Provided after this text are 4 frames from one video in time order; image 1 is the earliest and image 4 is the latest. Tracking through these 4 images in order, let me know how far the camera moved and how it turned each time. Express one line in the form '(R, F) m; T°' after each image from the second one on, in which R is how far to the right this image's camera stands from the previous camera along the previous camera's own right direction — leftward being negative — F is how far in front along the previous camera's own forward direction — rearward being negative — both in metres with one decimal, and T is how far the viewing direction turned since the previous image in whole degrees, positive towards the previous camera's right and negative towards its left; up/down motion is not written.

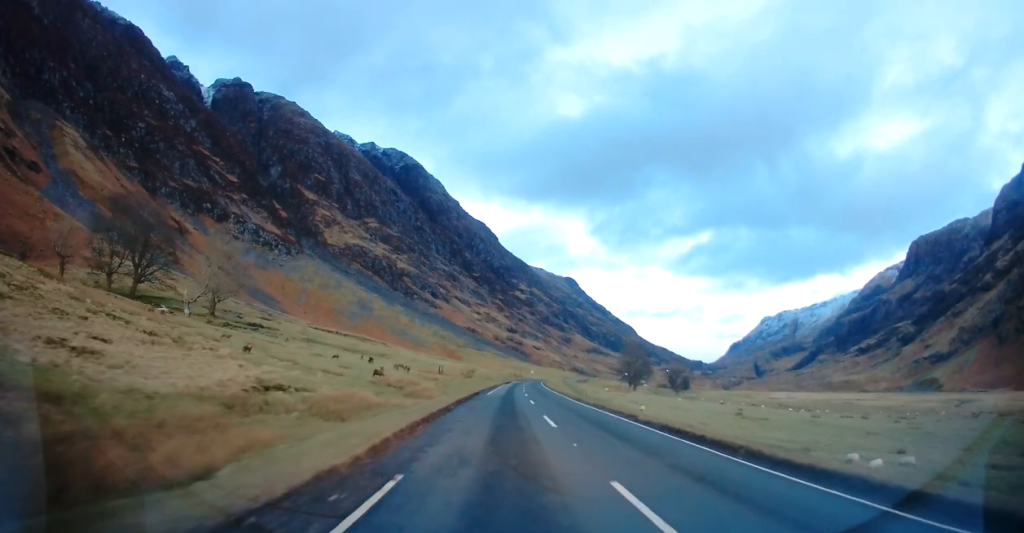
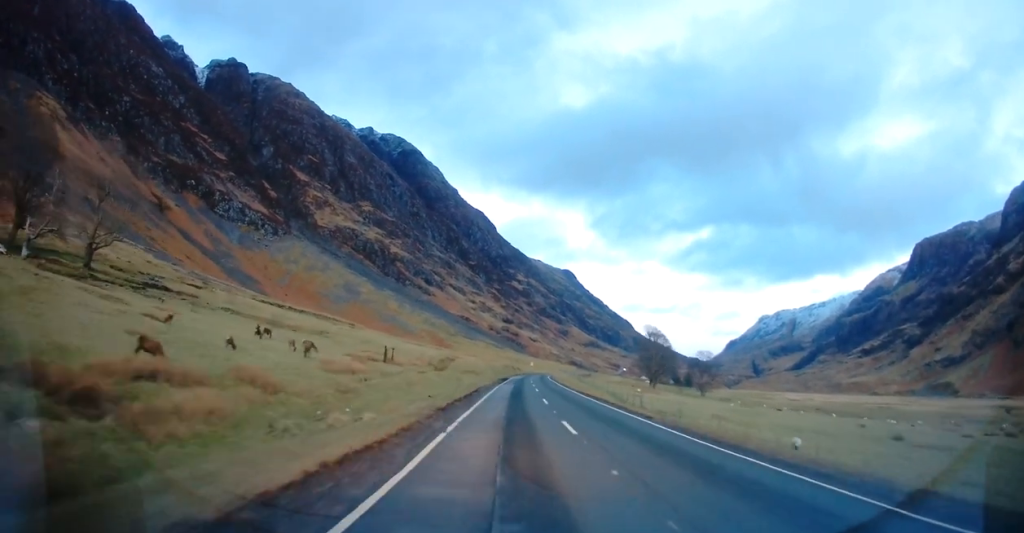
(+0.1, +36.2) m; +1°
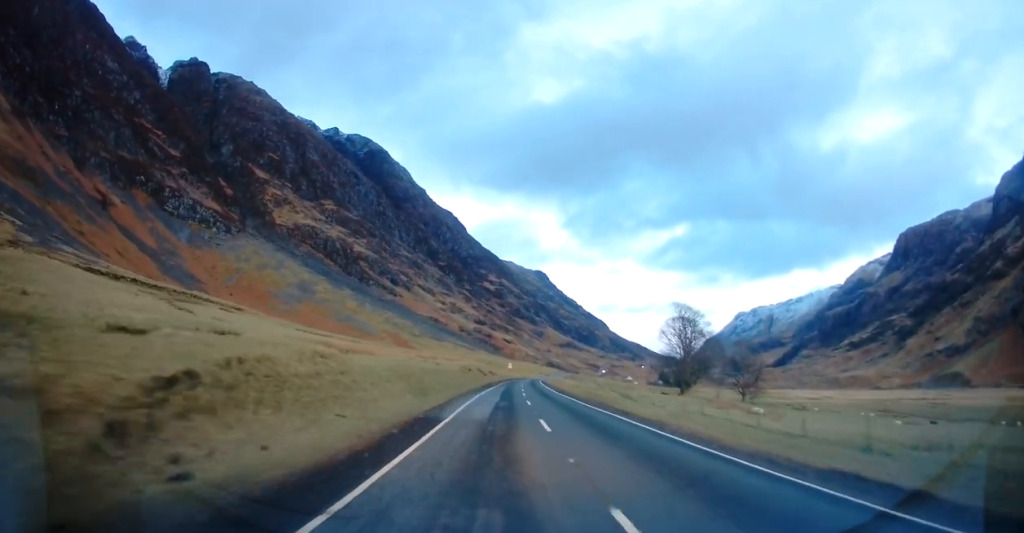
(+1.5, +54.1) m; +2°
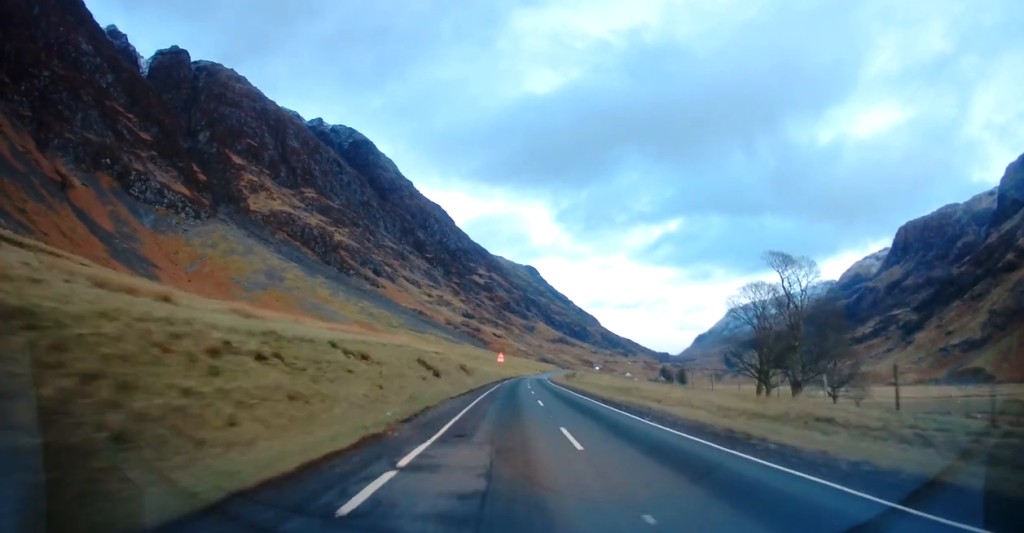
(+0.8, +47.5) m; +2°
